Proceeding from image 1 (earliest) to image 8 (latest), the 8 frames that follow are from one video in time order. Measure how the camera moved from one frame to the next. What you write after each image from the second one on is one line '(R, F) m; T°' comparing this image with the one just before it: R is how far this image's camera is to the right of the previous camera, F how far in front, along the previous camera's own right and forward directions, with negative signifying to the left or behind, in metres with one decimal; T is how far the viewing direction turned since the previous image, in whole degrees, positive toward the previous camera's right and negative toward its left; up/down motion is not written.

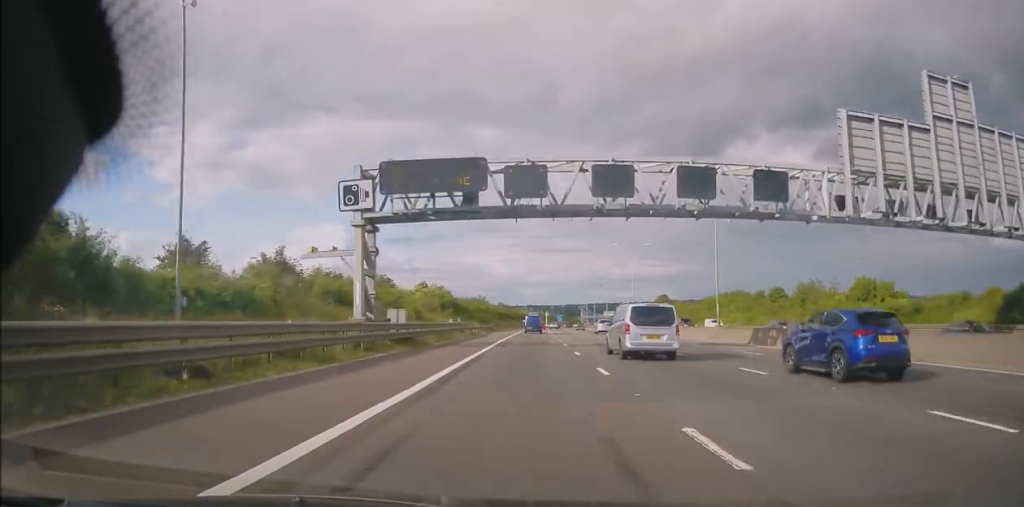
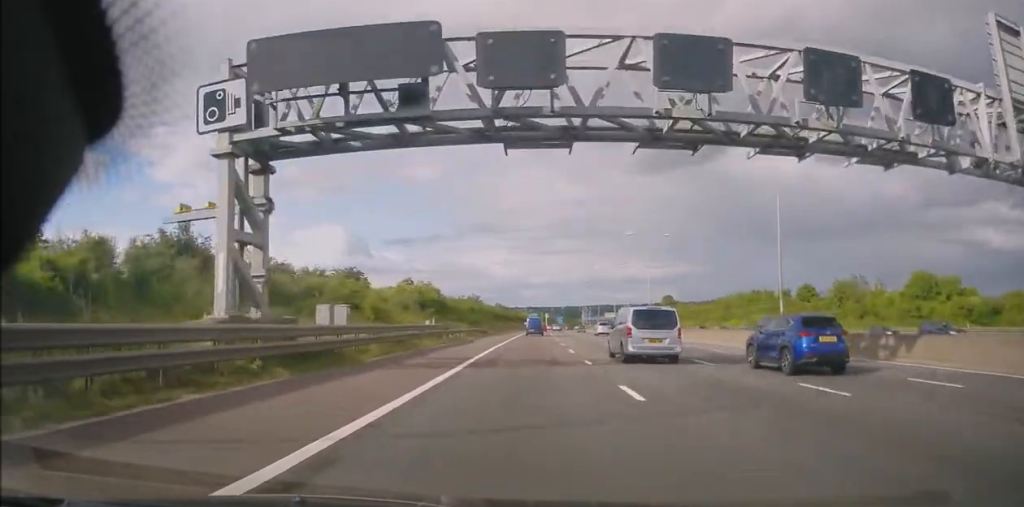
(-0.1, +12.9) m; +1°
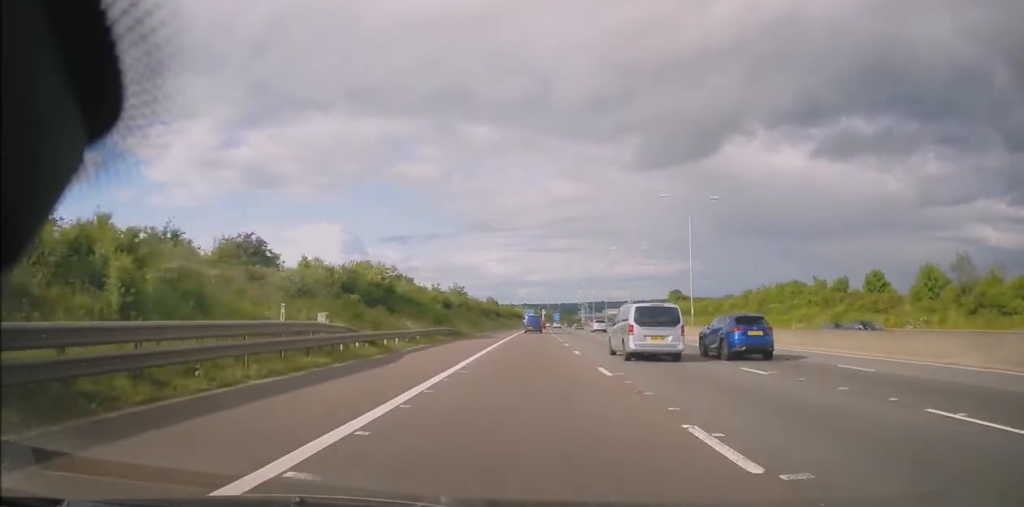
(+0.4, +22.2) m; +1°
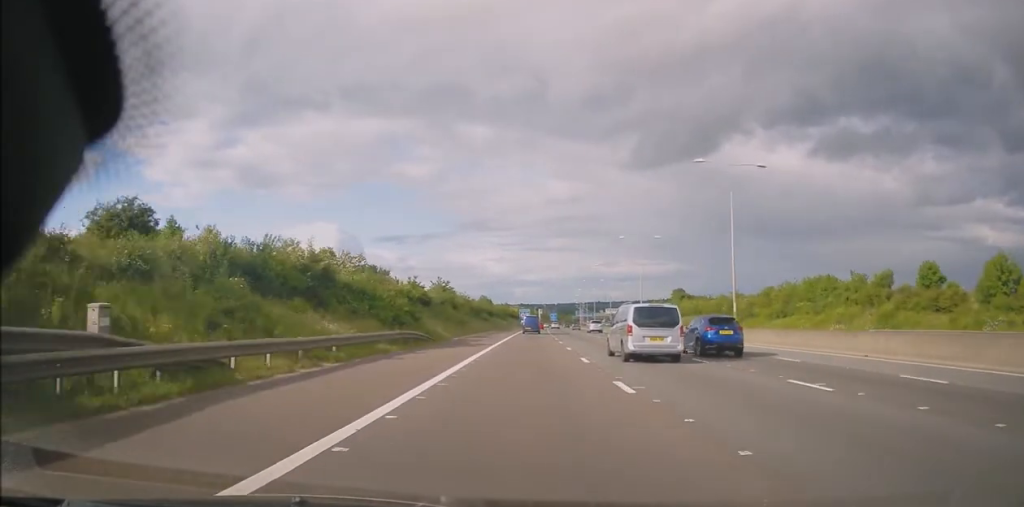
(-0.1, +12.9) m; 0°
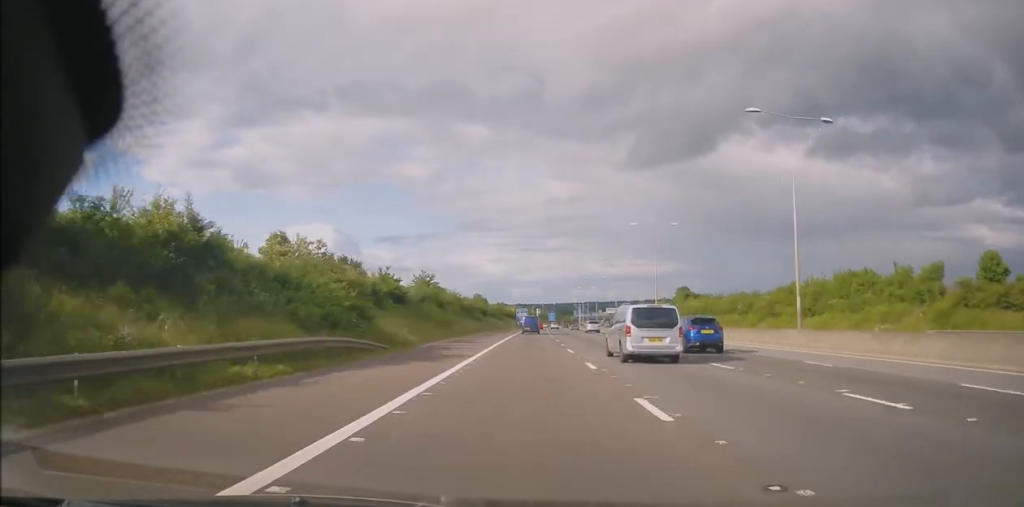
(-0.1, +11.3) m; 0°
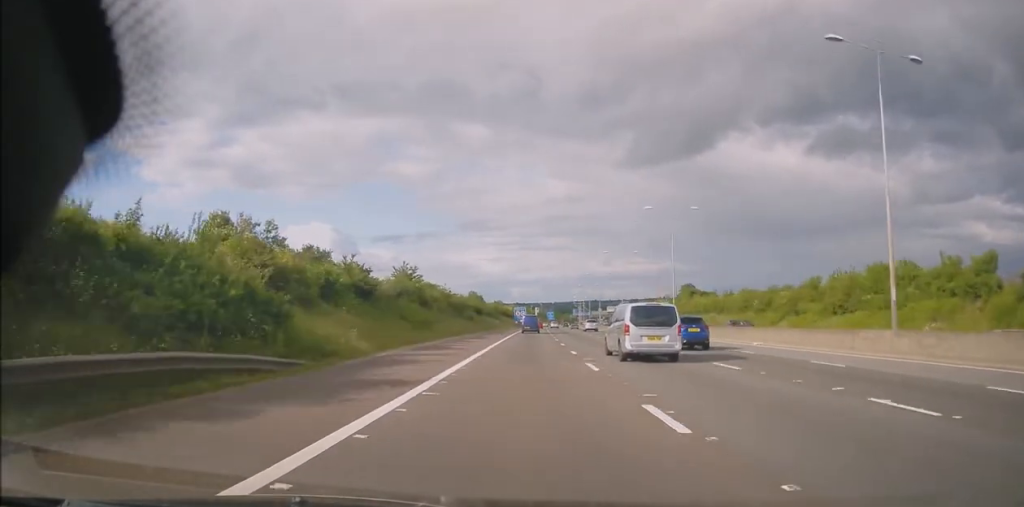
(+0.1, +9.8) m; 0°
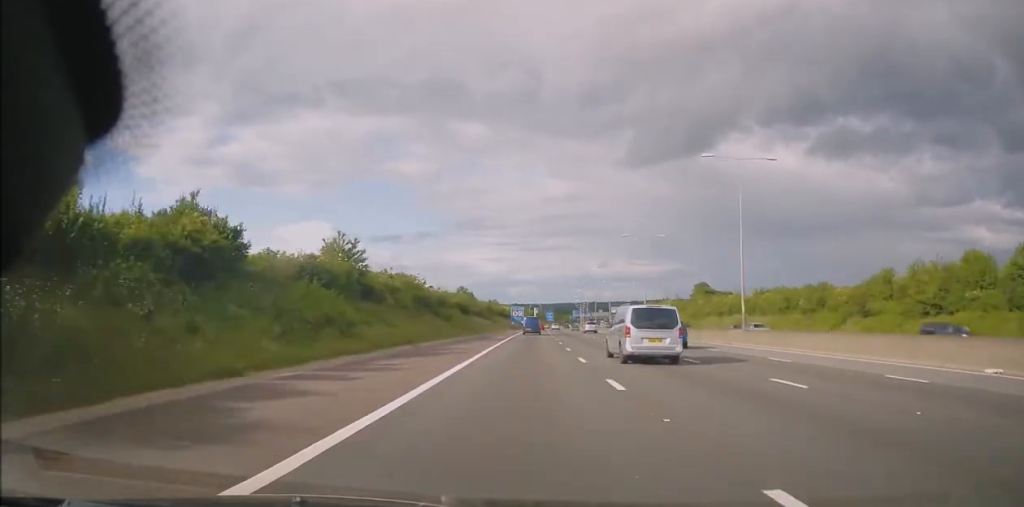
(+0.1, +21.3) m; 0°
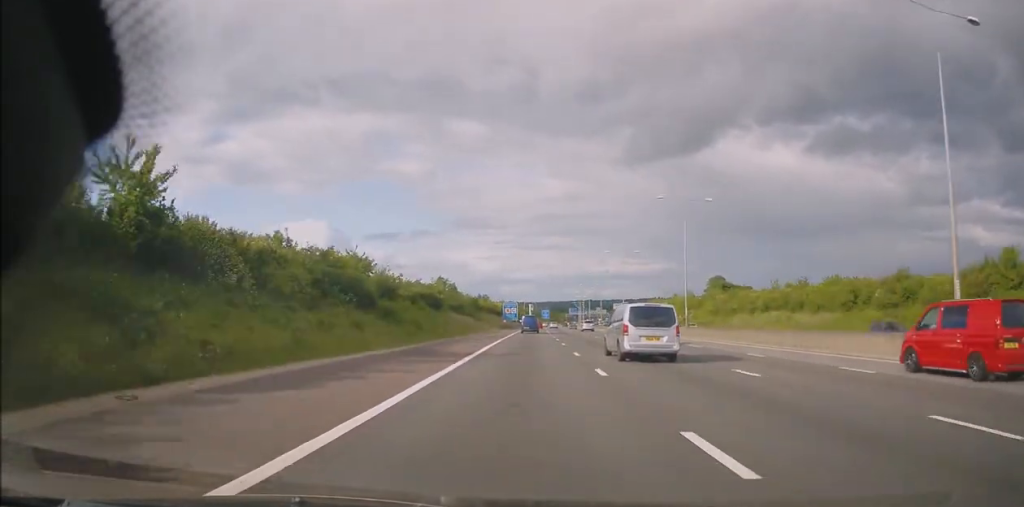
(-0.1, +23.9) m; +1°
